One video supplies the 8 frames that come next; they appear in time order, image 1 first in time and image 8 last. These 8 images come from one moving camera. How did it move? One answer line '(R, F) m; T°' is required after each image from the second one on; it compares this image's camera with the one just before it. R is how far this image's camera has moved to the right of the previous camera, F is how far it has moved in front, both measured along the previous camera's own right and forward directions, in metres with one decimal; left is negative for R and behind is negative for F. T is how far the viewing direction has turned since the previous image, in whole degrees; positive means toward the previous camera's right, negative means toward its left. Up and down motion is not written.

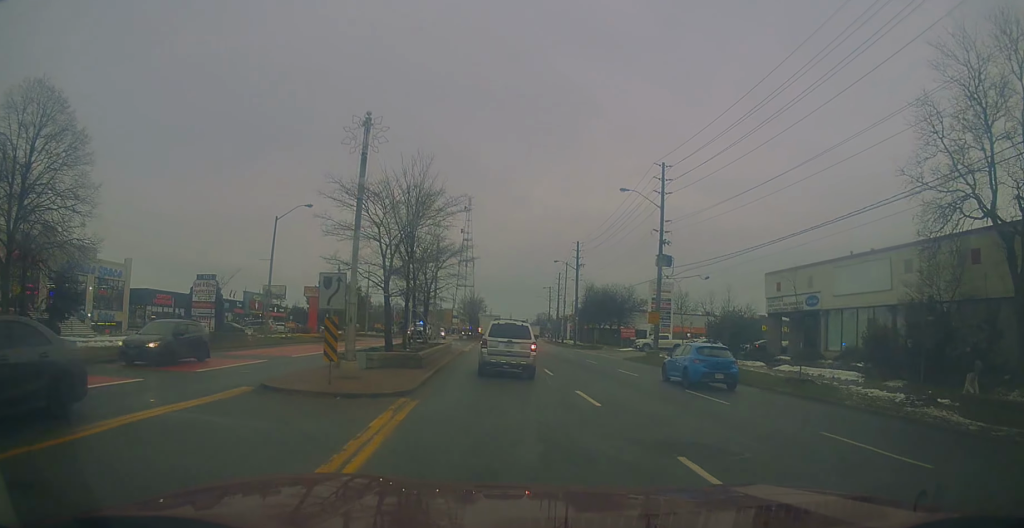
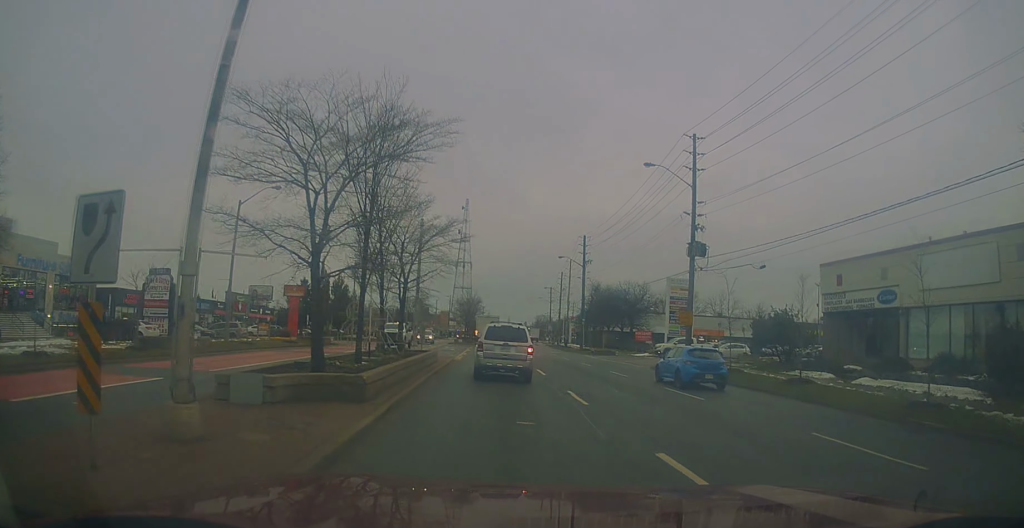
(+0.6, +7.8) m; +3°
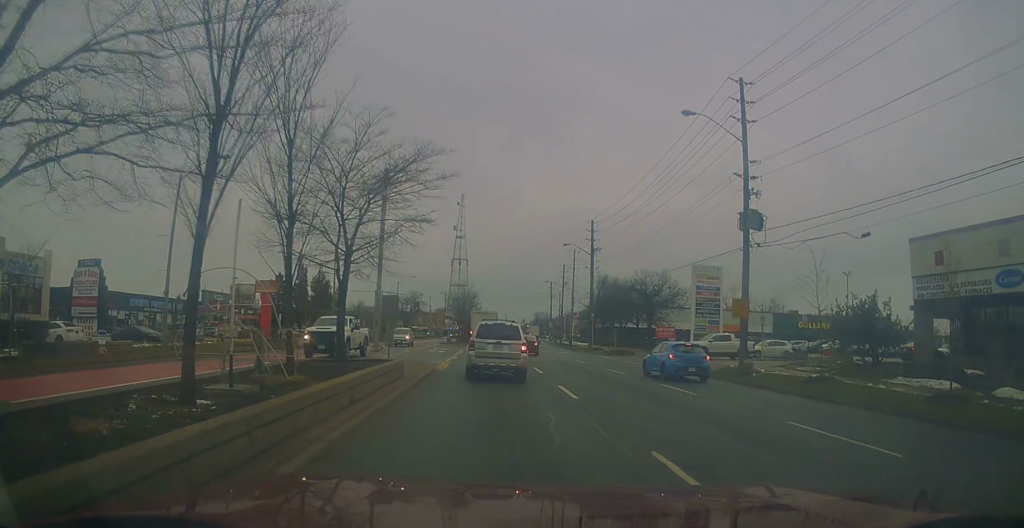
(+0.2, +9.0) m; +2°
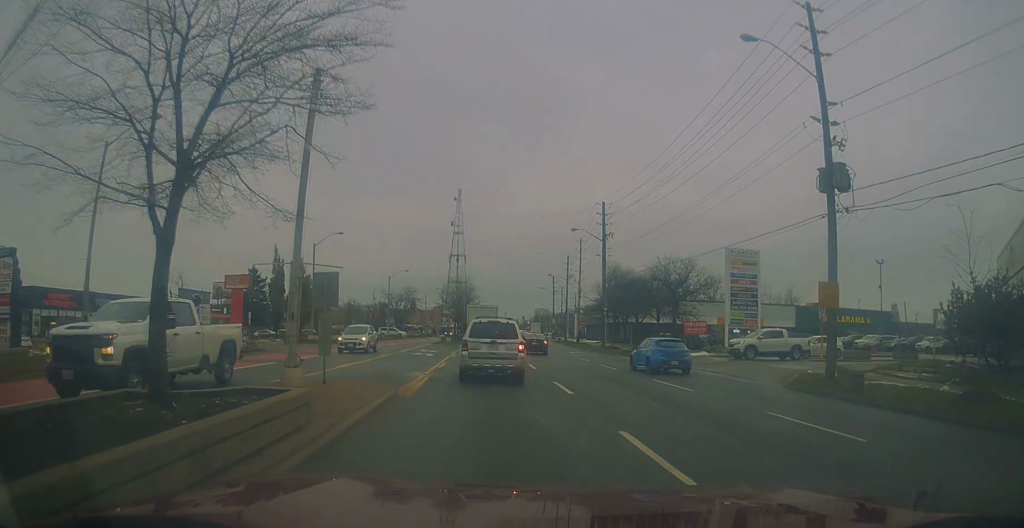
(0.0, +8.3) m; 0°
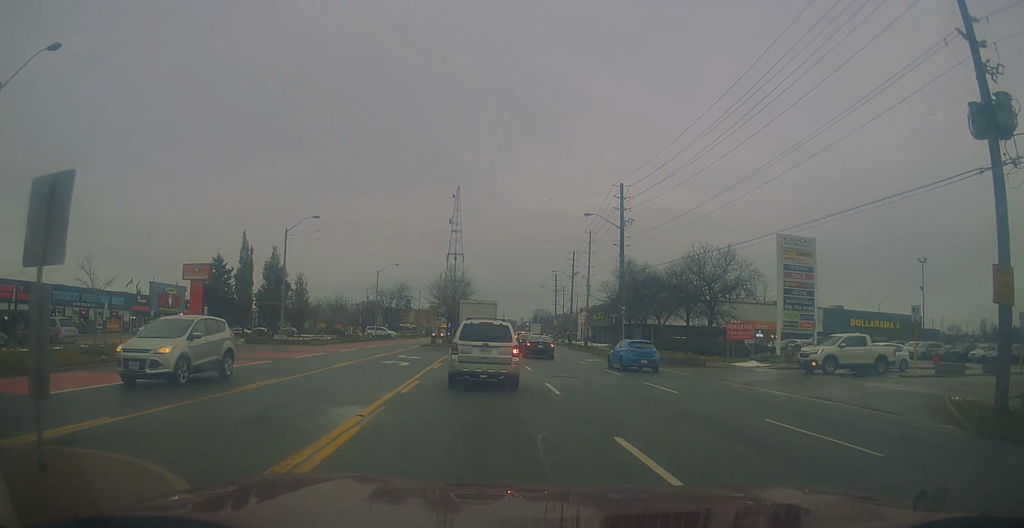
(0.0, +9.1) m; -2°
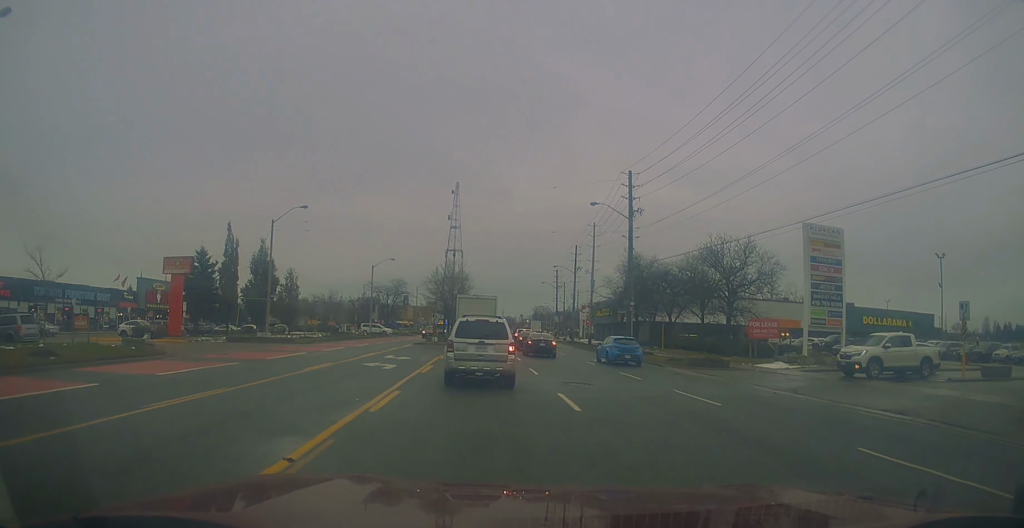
(-0.2, +4.0) m; -2°
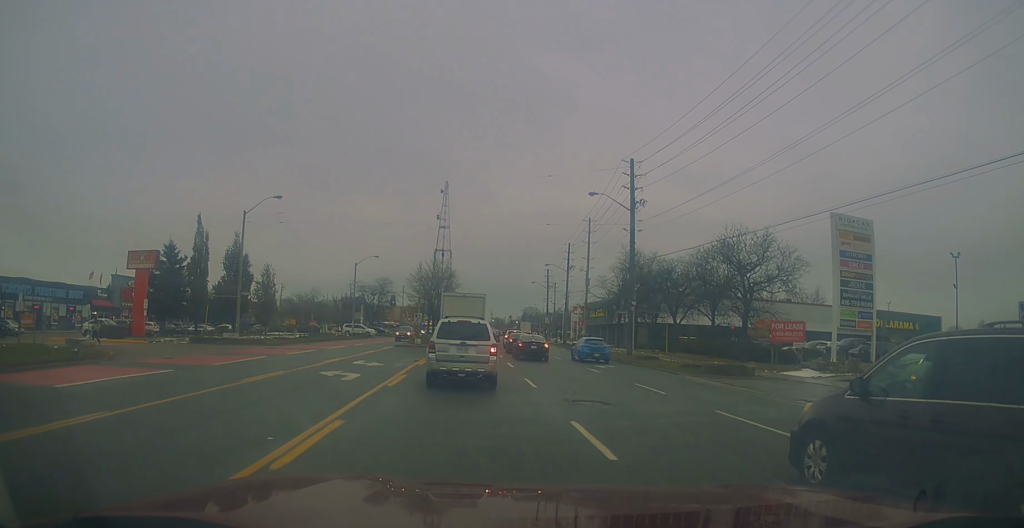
(0.0, +4.6) m; +3°
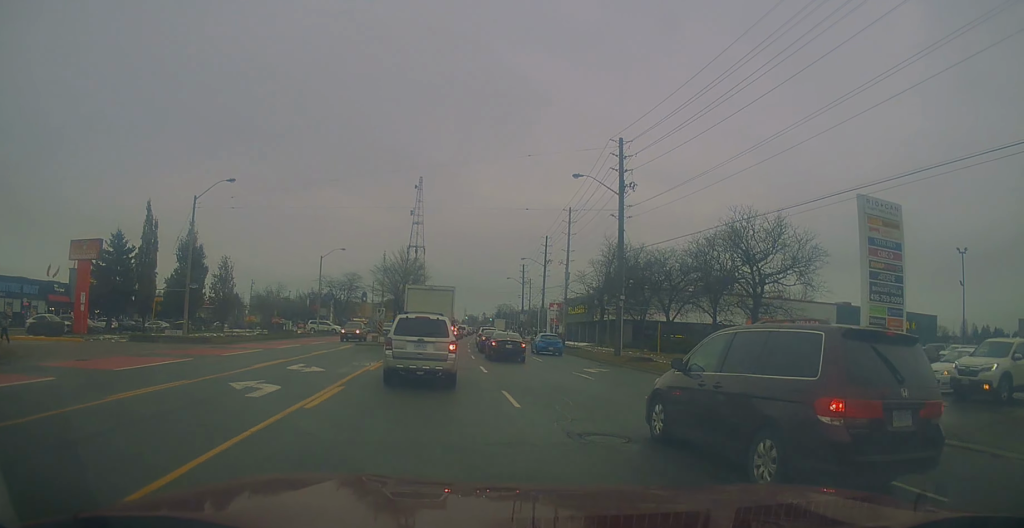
(+0.2, +4.9) m; +4°
